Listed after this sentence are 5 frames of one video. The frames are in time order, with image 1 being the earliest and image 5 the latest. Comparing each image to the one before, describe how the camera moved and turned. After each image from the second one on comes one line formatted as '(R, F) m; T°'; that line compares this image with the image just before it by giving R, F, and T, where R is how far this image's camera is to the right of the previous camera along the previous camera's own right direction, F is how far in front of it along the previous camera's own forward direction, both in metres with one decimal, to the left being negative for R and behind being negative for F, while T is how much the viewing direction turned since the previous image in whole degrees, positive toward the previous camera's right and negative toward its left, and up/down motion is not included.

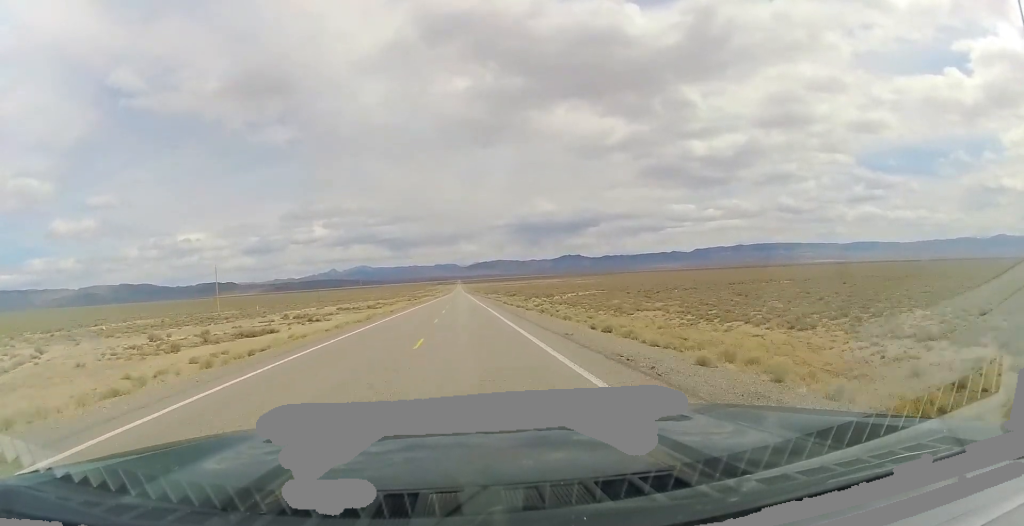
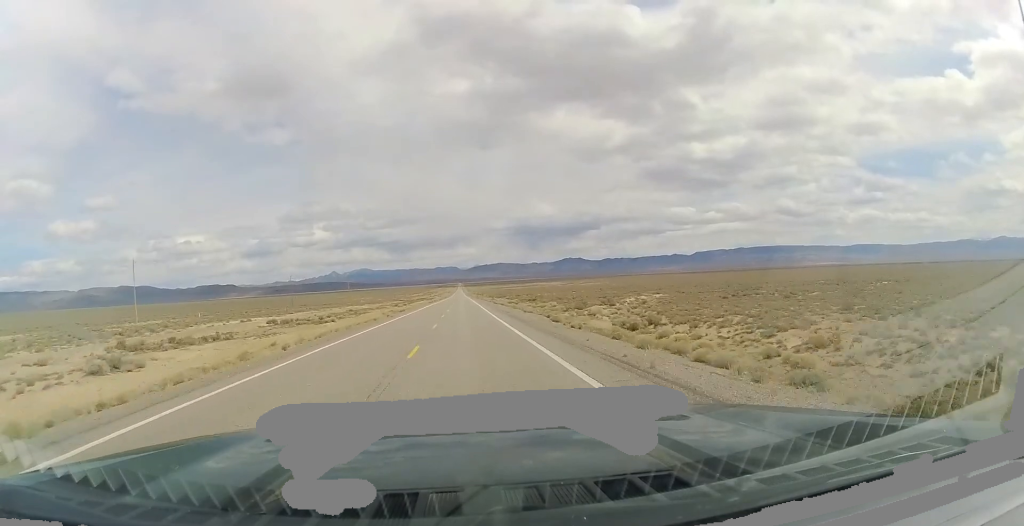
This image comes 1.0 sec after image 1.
(-0.1, +38.6) m; 0°
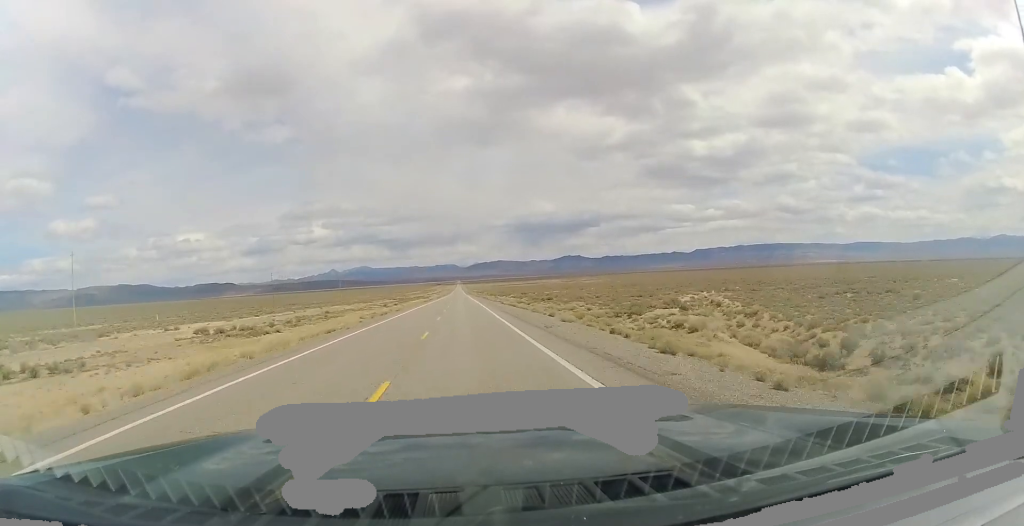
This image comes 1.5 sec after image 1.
(0.0, +19.4) m; 0°
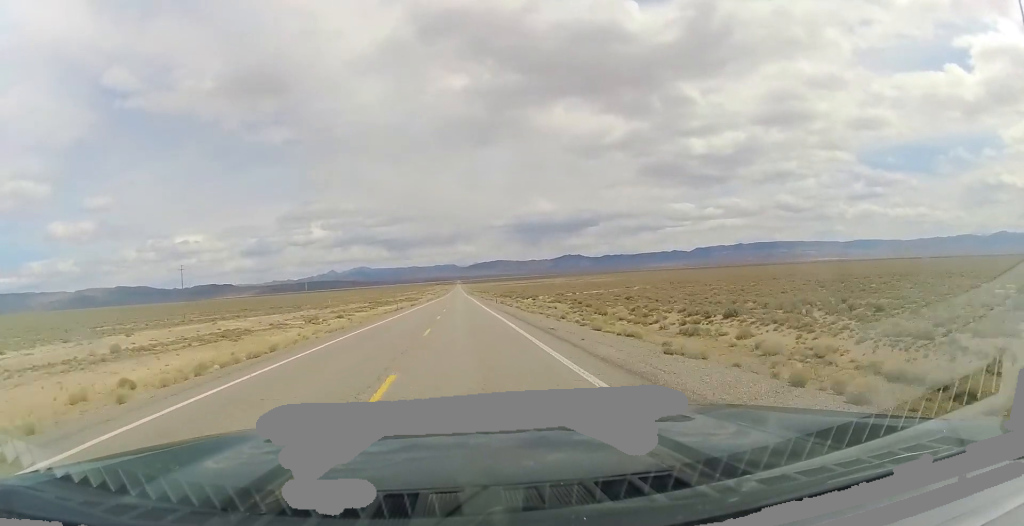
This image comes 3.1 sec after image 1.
(+0.5, +61.2) m; +1°
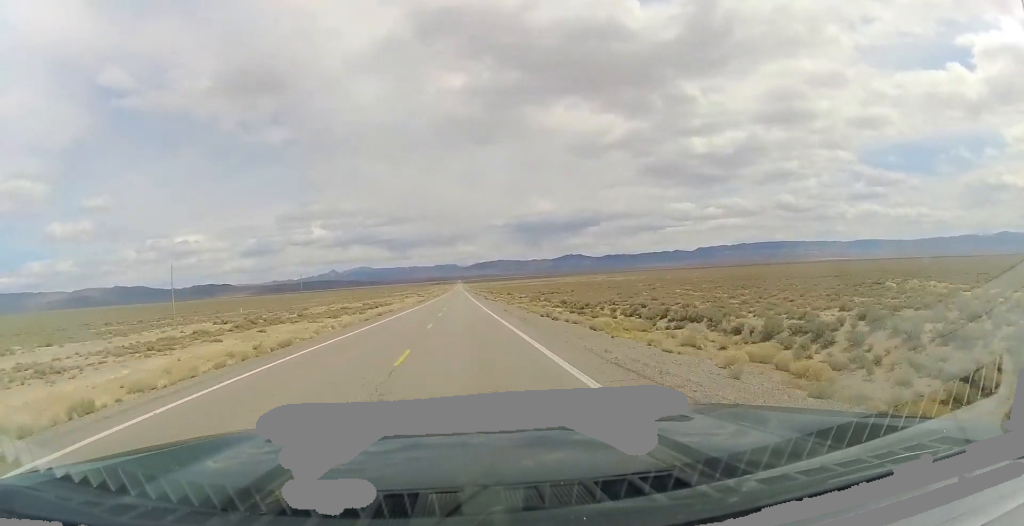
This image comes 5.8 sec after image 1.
(-0.2, +107.0) m; 0°
